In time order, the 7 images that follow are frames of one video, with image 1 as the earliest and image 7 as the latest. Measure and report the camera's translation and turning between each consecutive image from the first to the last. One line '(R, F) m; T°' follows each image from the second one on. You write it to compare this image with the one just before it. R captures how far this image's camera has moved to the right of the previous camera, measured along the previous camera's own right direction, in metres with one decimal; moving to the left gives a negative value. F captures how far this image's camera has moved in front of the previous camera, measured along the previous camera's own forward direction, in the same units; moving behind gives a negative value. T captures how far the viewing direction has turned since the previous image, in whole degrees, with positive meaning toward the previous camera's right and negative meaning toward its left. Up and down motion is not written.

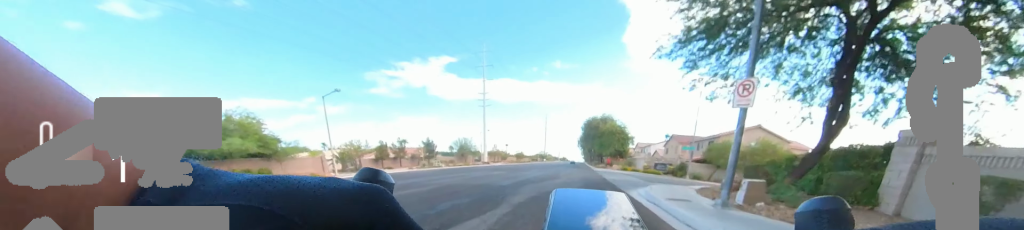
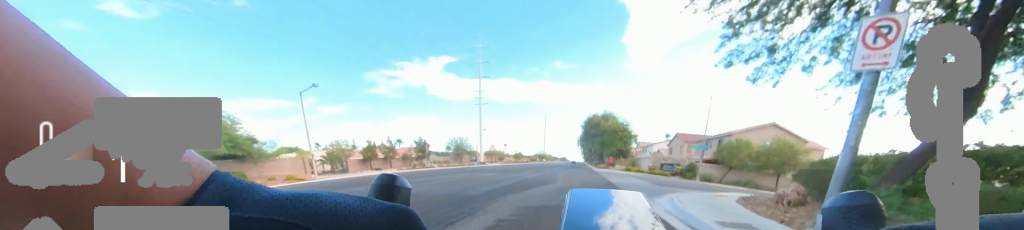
(-0.1, +2.9) m; -1°
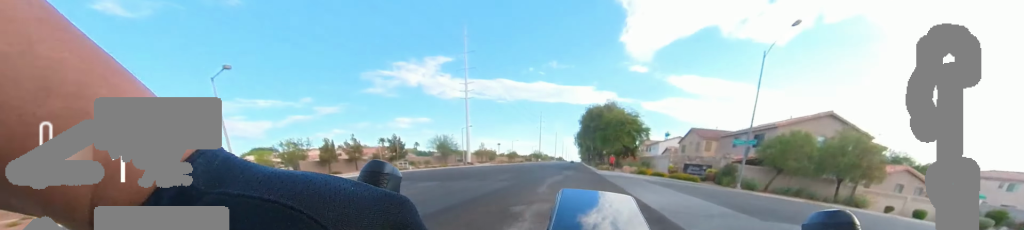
(0.0, +8.3) m; 0°
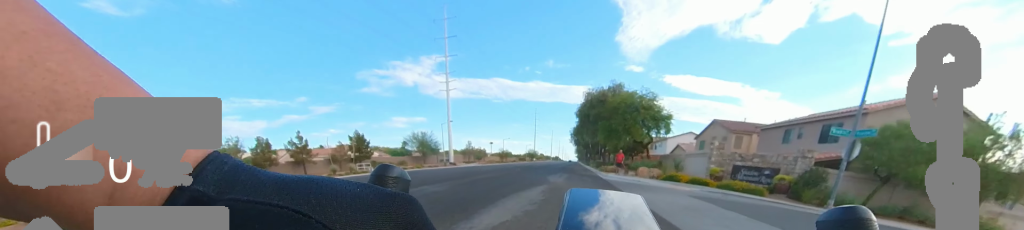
(0.0, +9.3) m; 0°
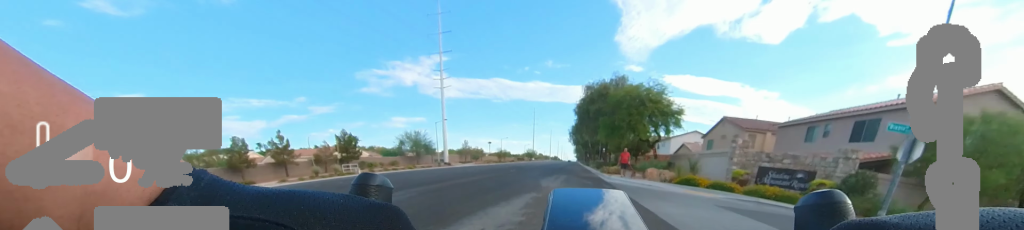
(0.0, +2.7) m; 0°
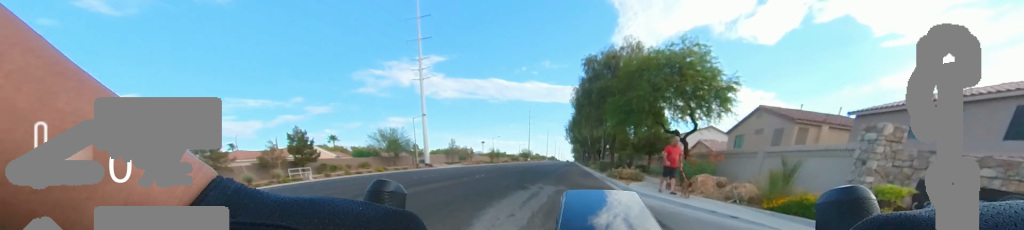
(0.0, +7.8) m; 0°
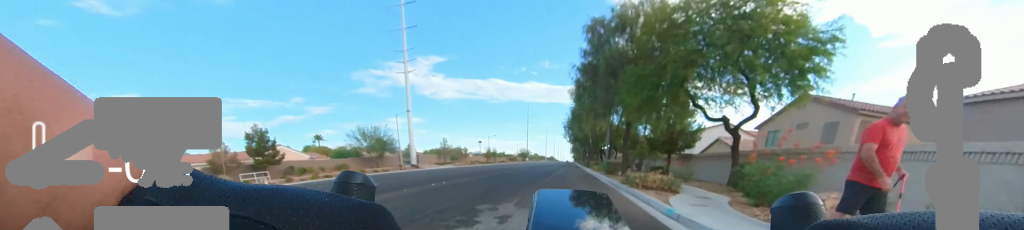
(0.0, +5.7) m; 0°
